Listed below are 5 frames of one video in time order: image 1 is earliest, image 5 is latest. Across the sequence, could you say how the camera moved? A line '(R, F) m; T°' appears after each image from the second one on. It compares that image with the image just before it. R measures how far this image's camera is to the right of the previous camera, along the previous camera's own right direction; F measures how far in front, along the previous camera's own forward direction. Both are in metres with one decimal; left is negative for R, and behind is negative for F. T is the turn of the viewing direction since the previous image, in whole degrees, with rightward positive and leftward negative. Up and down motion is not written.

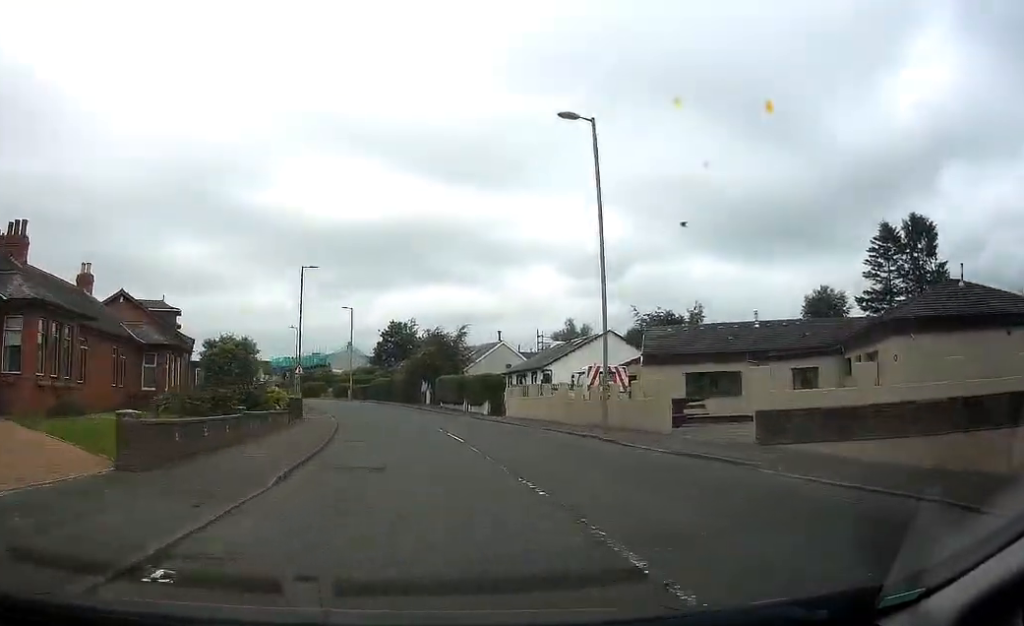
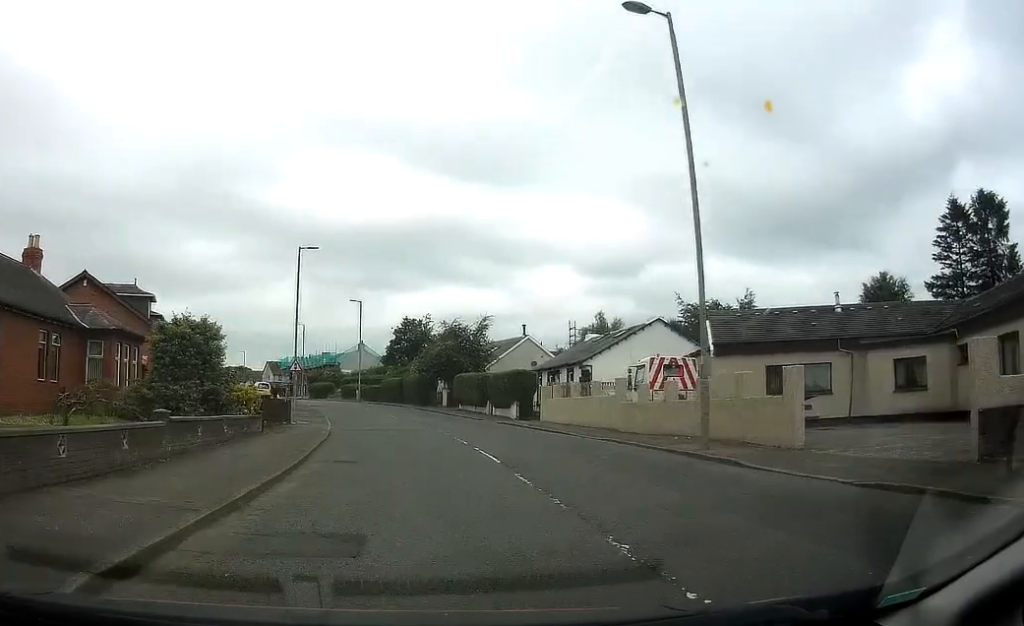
(0.0, +7.2) m; 0°
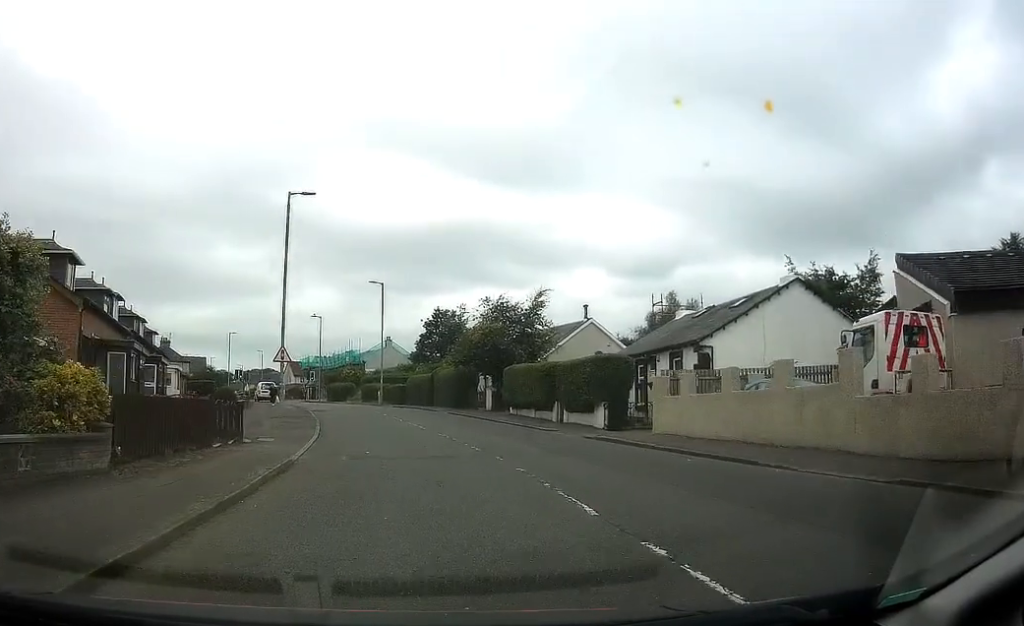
(0.0, +12.2) m; -4°
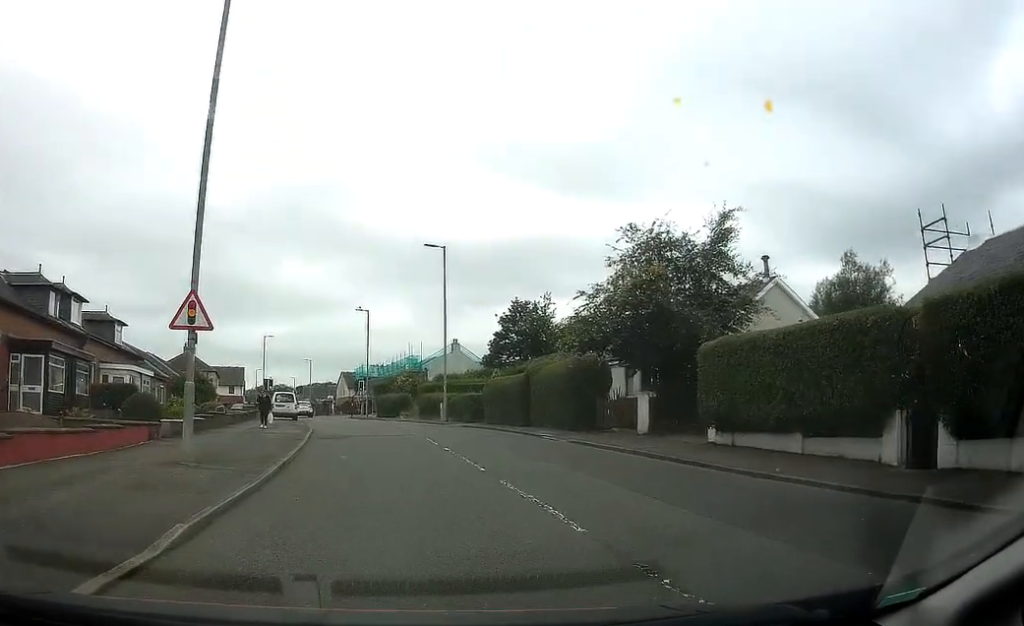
(-1.1, +18.6) m; -8°
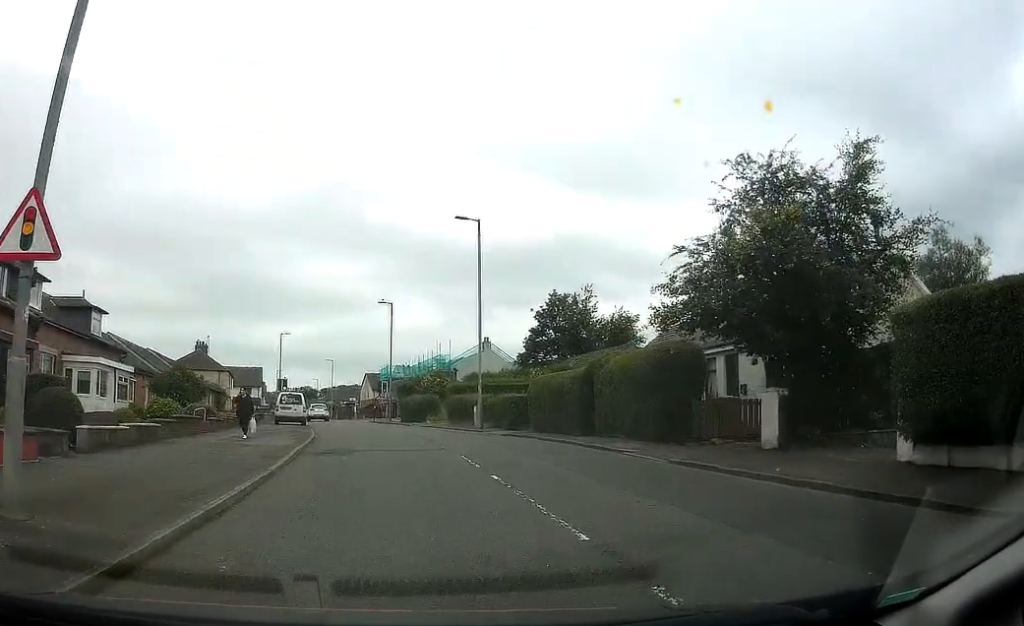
(-0.7, +6.7) m; -5°
